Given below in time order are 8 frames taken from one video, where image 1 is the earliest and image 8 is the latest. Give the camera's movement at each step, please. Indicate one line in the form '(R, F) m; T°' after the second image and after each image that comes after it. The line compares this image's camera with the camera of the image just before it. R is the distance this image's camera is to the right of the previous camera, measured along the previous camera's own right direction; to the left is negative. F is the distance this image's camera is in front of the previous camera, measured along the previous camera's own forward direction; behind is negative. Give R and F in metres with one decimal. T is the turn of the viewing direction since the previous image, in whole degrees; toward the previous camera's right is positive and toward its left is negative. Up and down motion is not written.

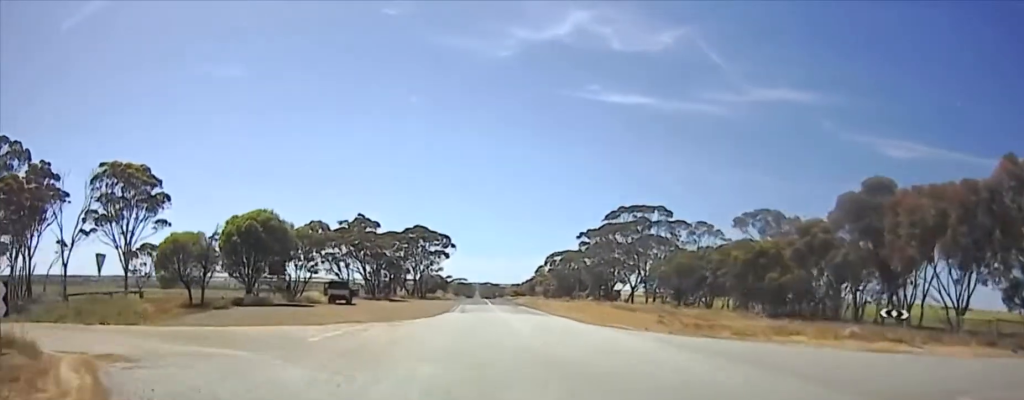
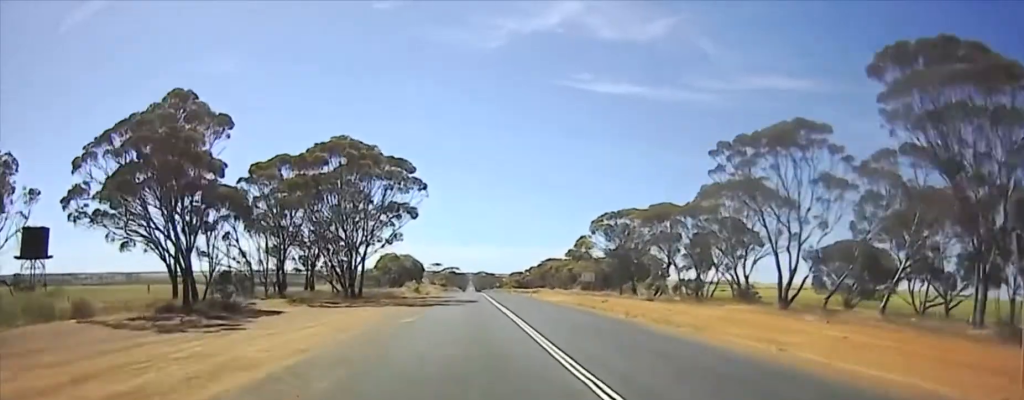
(-2.1, +54.7) m; -1°
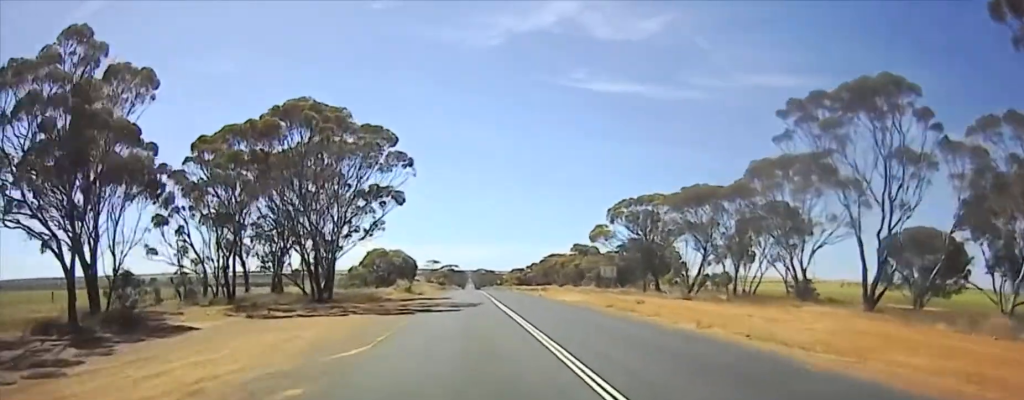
(+0.3, +11.1) m; +2°
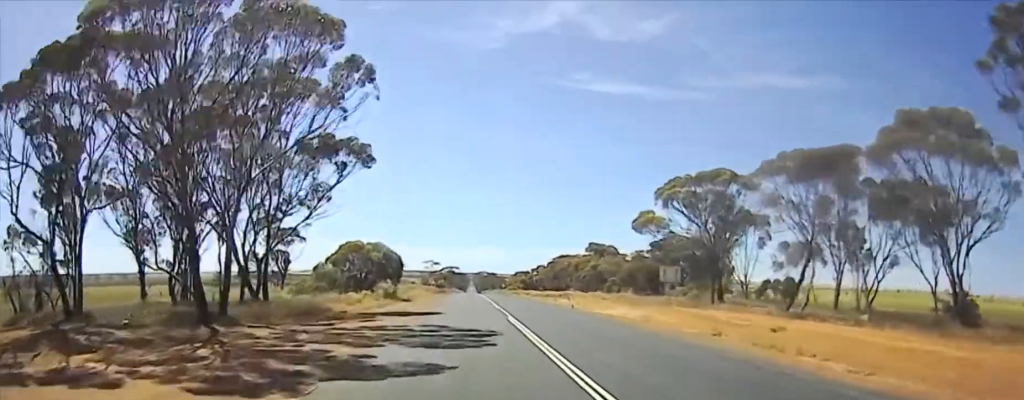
(+0.1, +17.4) m; 0°
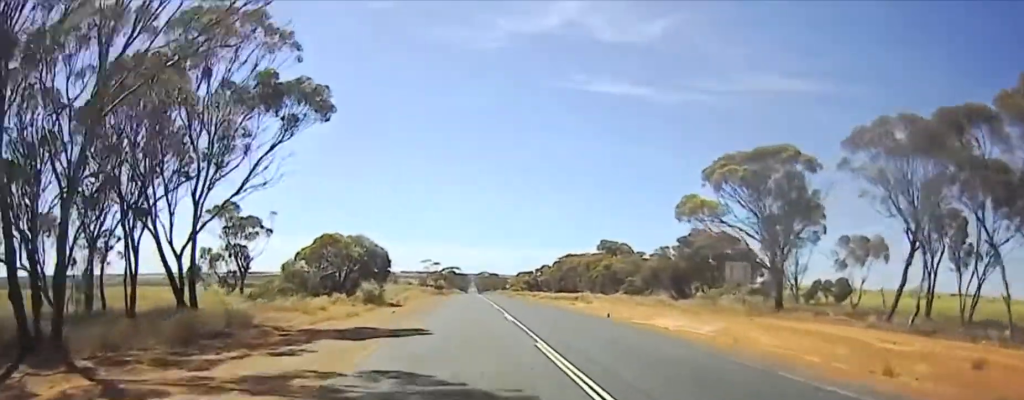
(0.0, +11.9) m; 0°
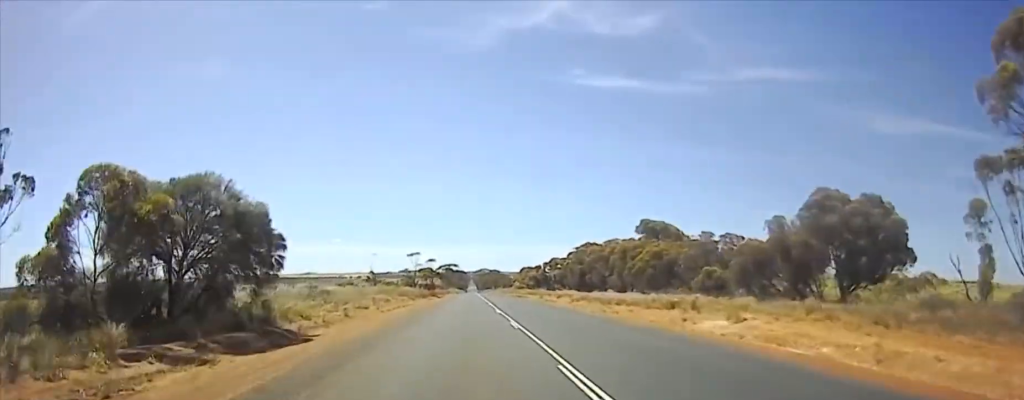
(-0.2, +34.7) m; -1°
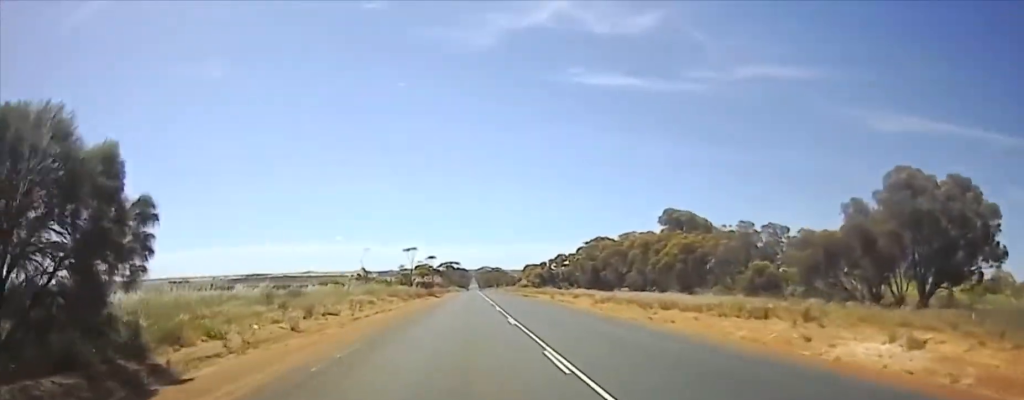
(+0.1, +13.1) m; -1°
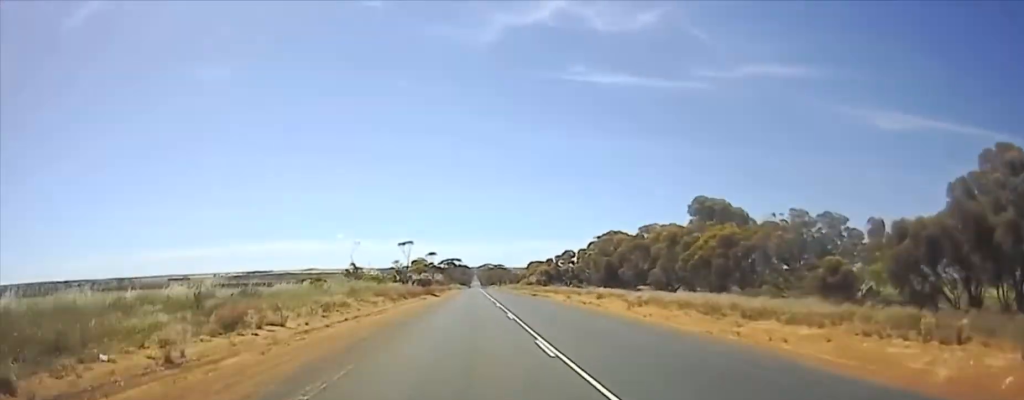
(-0.1, +14.0) m; 0°
